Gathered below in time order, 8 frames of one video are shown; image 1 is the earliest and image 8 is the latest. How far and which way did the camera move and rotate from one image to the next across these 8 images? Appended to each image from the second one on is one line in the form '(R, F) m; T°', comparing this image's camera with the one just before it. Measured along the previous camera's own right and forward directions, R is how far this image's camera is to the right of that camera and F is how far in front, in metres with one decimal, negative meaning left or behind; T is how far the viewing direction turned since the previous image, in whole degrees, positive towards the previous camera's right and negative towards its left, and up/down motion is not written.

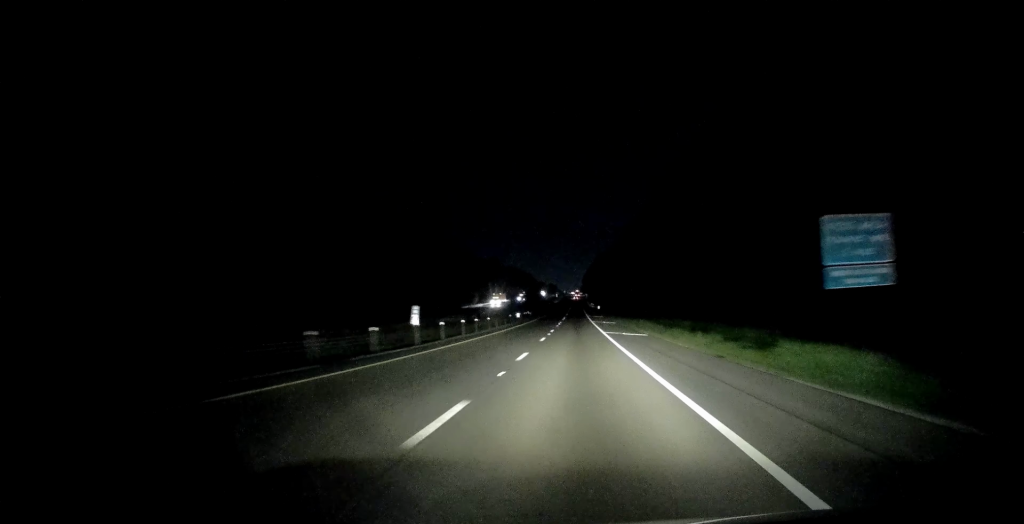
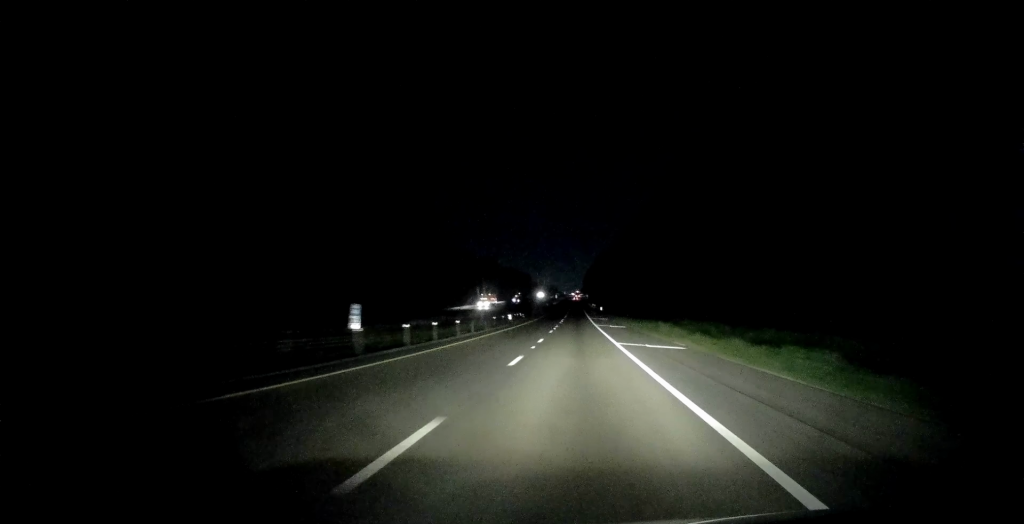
(0.0, +14.4) m; 0°
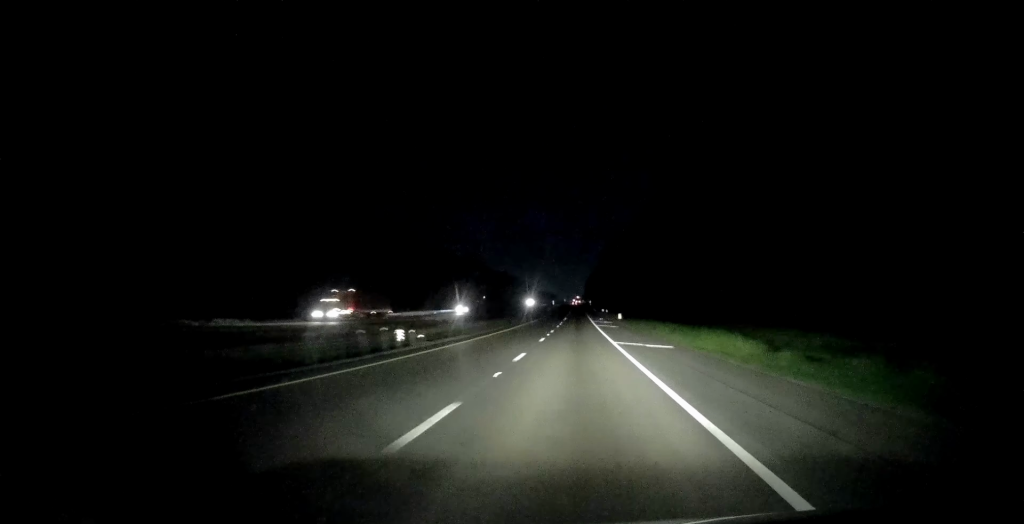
(-0.8, +57.5) m; 0°
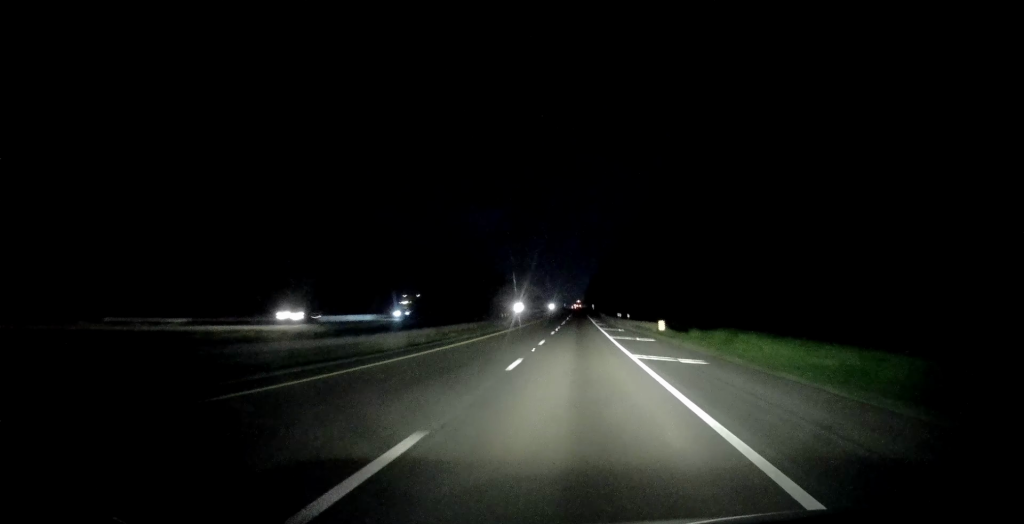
(+0.6, +37.7) m; +1°
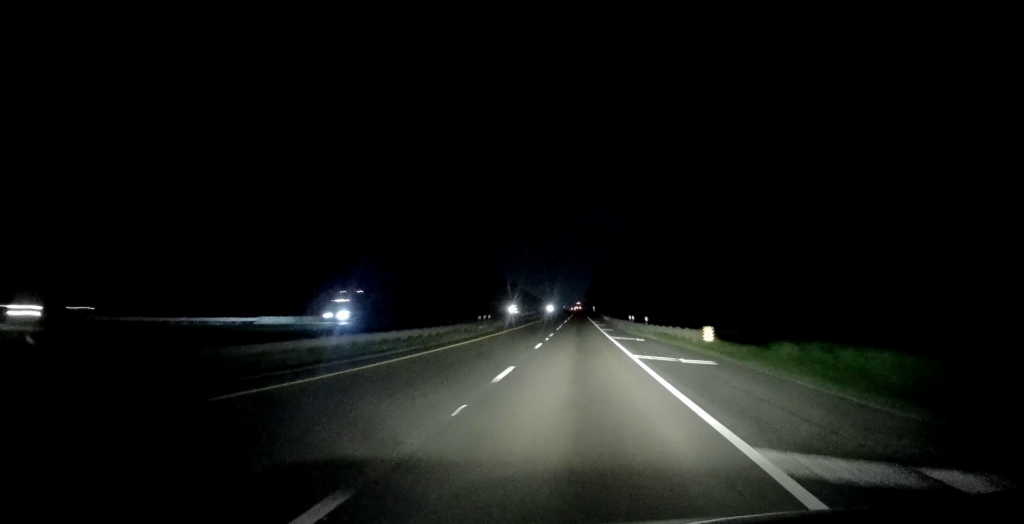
(-0.1, +15.3) m; 0°
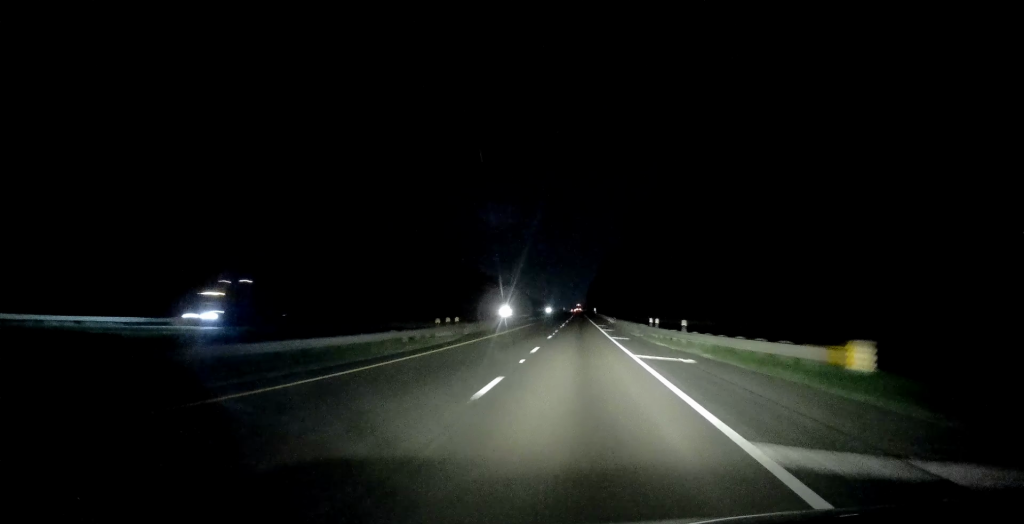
(0.0, +15.2) m; 0°
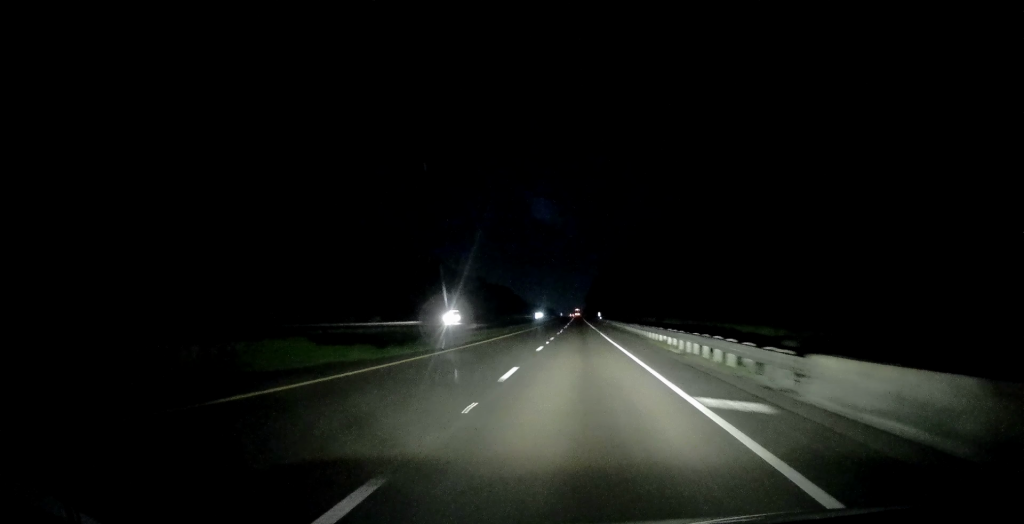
(-0.3, +57.1) m; -1°
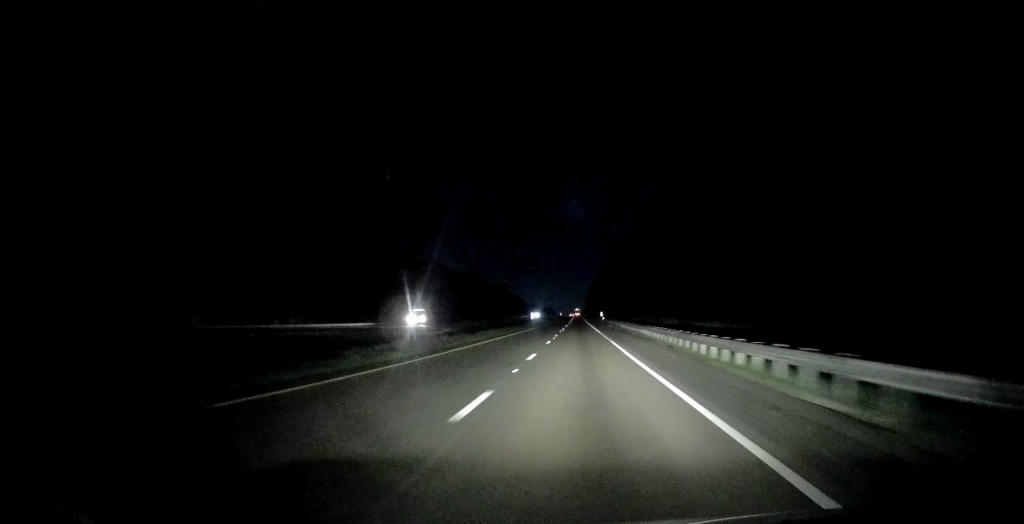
(-0.1, +17.1) m; 0°
